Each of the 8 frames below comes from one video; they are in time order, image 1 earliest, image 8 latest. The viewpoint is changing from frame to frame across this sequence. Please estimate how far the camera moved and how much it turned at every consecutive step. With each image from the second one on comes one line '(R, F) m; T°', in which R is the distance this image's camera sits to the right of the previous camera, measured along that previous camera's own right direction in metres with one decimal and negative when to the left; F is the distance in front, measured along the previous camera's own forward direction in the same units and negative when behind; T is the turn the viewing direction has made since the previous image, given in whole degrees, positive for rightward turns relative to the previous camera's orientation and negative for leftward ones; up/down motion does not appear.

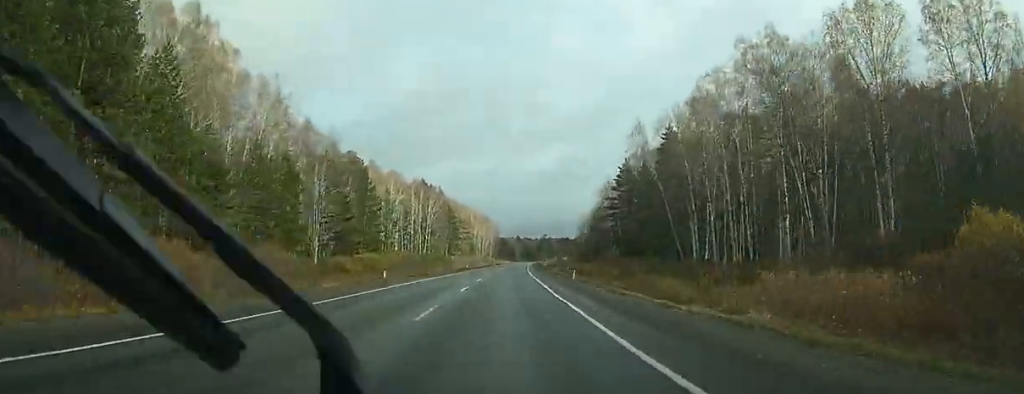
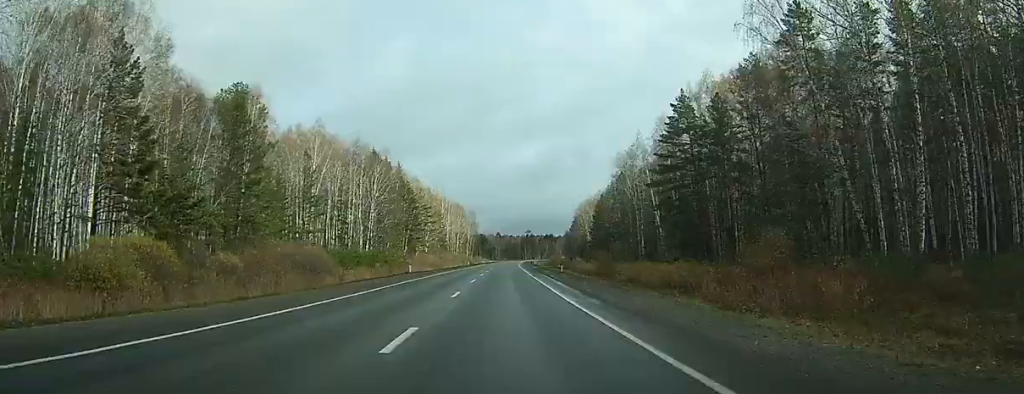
(-2.2, +59.3) m; -3°
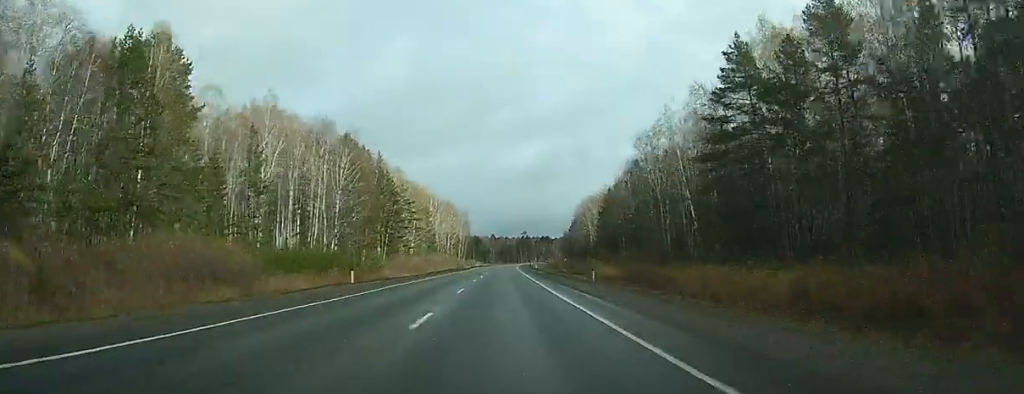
(-0.6, +23.8) m; 0°
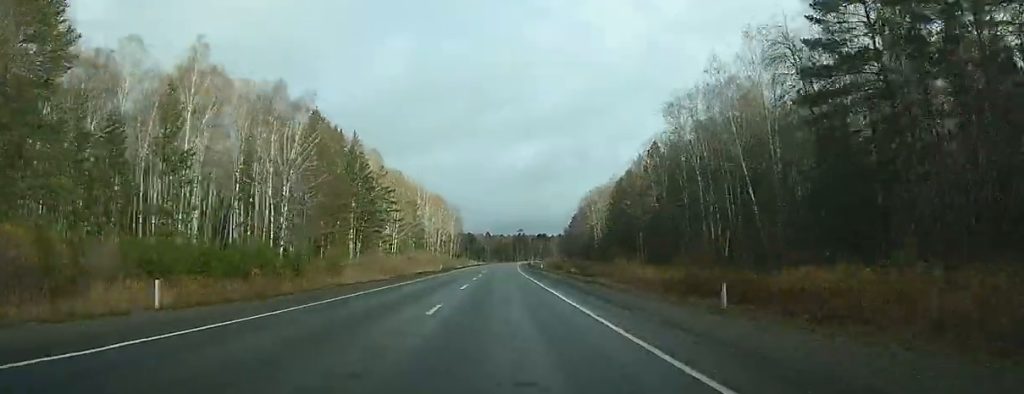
(-0.4, +23.6) m; 0°
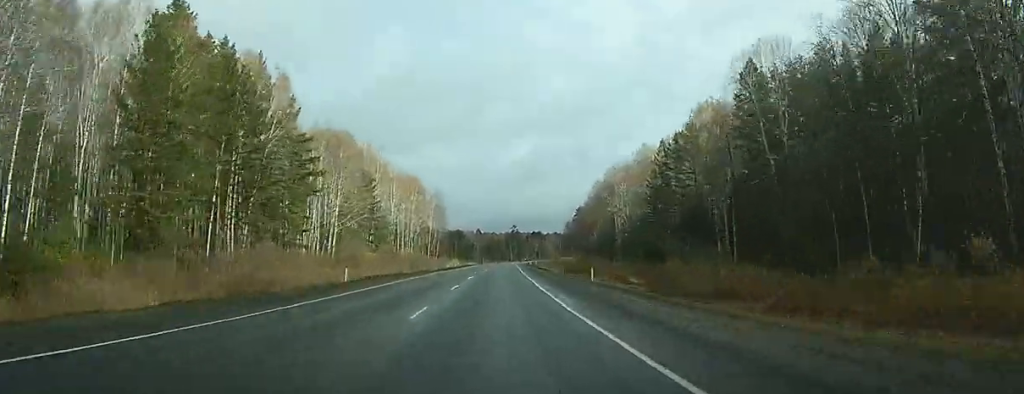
(+1.5, +52.1) m; +1°
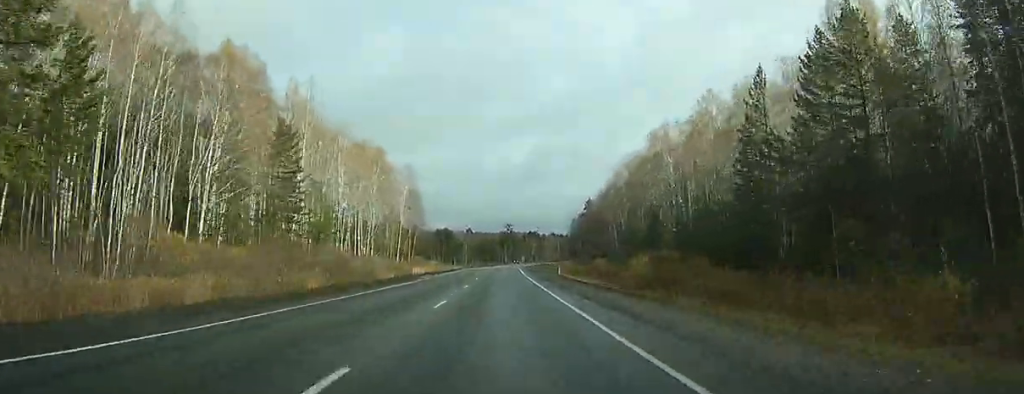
(-0.4, +45.0) m; +1°
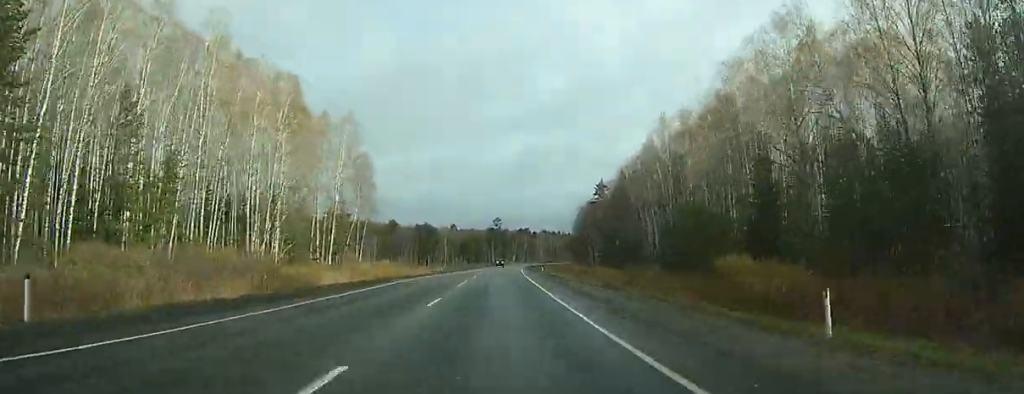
(+1.0, +46.3) m; +2°
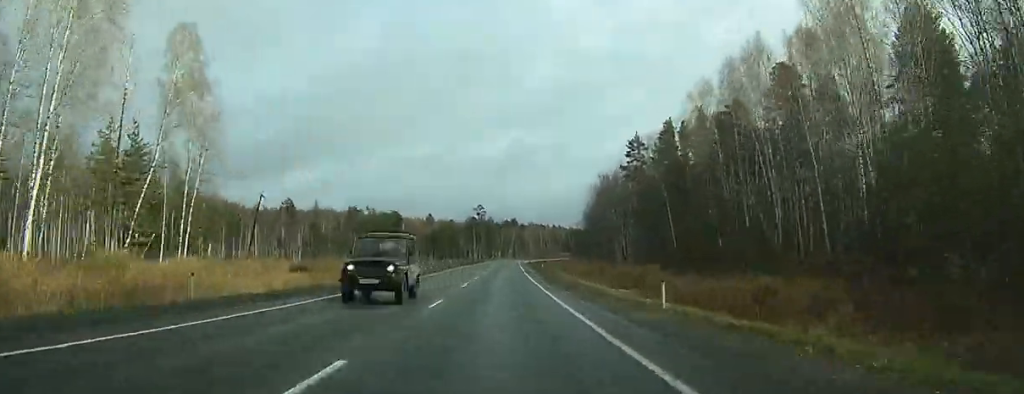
(+0.6, +56.7) m; +1°
